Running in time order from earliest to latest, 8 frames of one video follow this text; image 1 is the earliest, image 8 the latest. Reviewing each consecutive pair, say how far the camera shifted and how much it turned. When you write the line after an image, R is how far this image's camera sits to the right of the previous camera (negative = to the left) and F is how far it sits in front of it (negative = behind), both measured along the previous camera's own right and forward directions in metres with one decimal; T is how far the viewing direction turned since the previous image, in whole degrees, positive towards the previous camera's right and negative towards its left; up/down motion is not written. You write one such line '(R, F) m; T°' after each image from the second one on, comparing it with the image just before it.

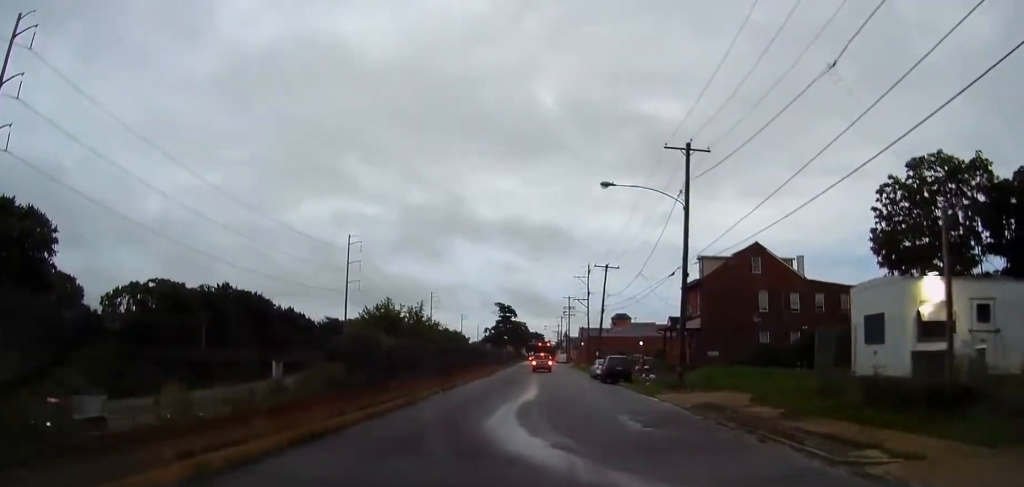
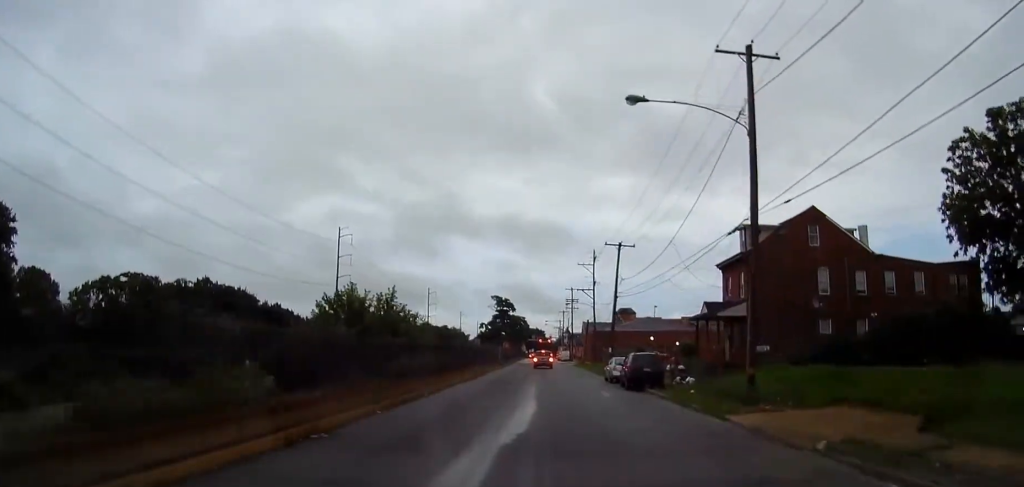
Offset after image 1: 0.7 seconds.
(0.0, +10.0) m; 0°
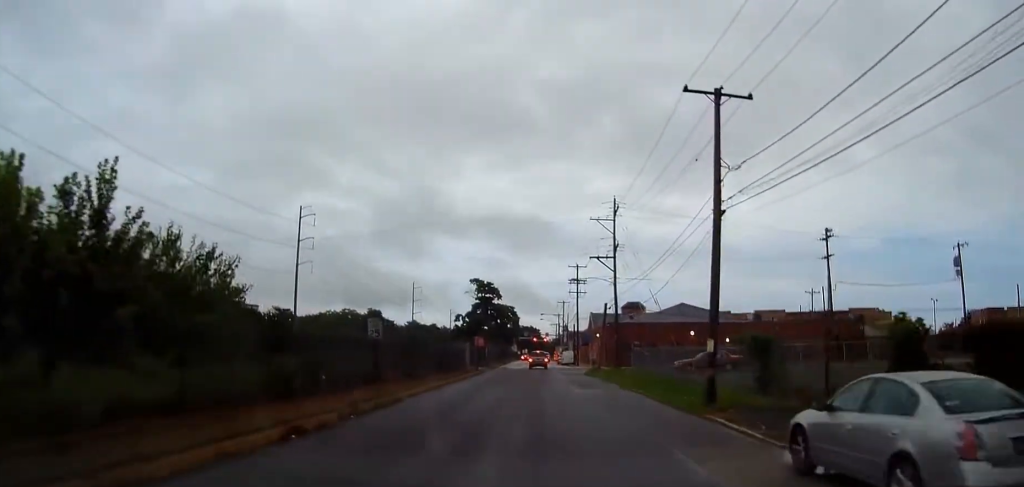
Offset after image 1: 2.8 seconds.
(+0.2, +29.1) m; +1°
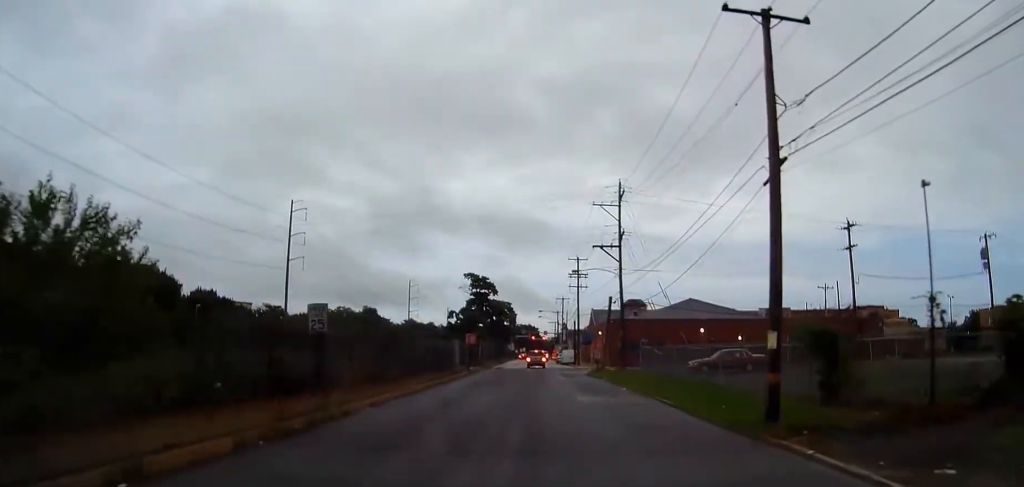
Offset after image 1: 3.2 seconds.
(+0.1, +5.2) m; 0°
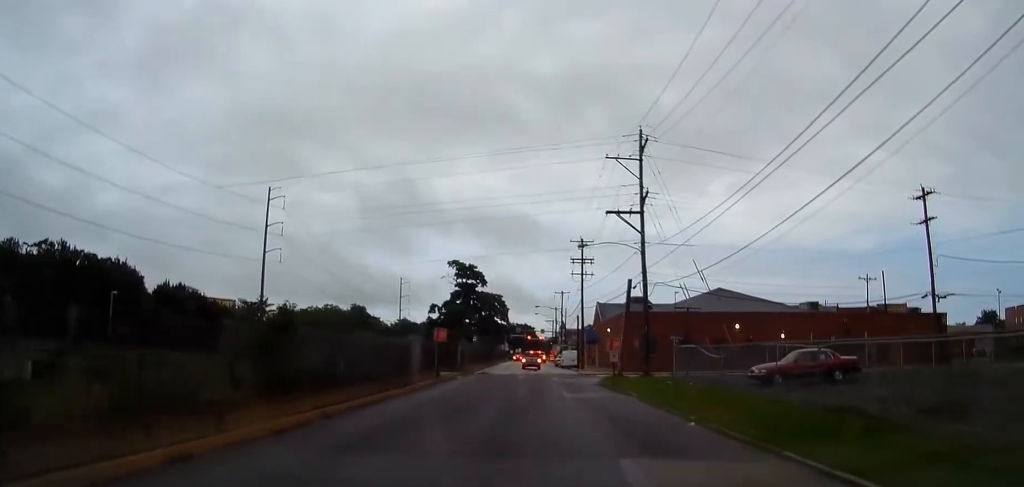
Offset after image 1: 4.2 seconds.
(-0.1, +12.6) m; +1°
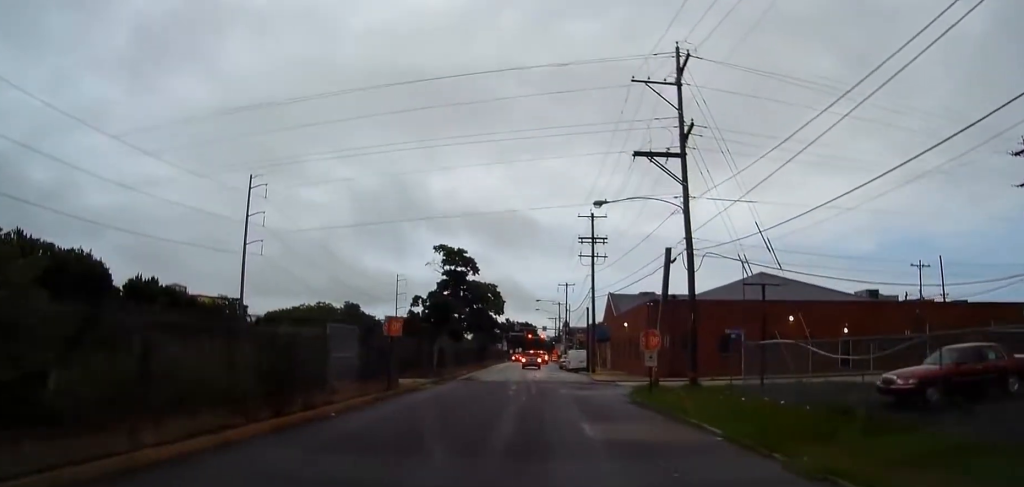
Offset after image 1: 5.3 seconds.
(+0.3, +11.0) m; 0°
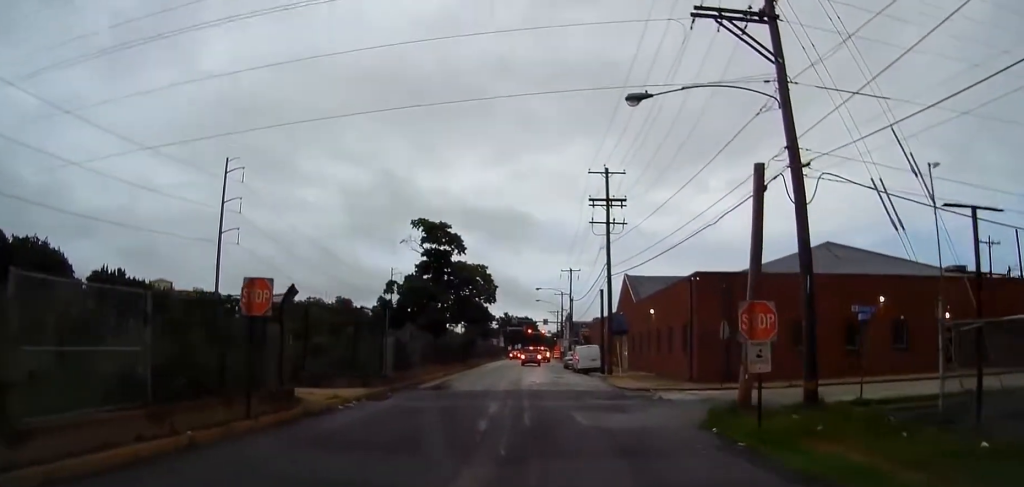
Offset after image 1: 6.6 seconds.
(-0.2, +9.6) m; +1°
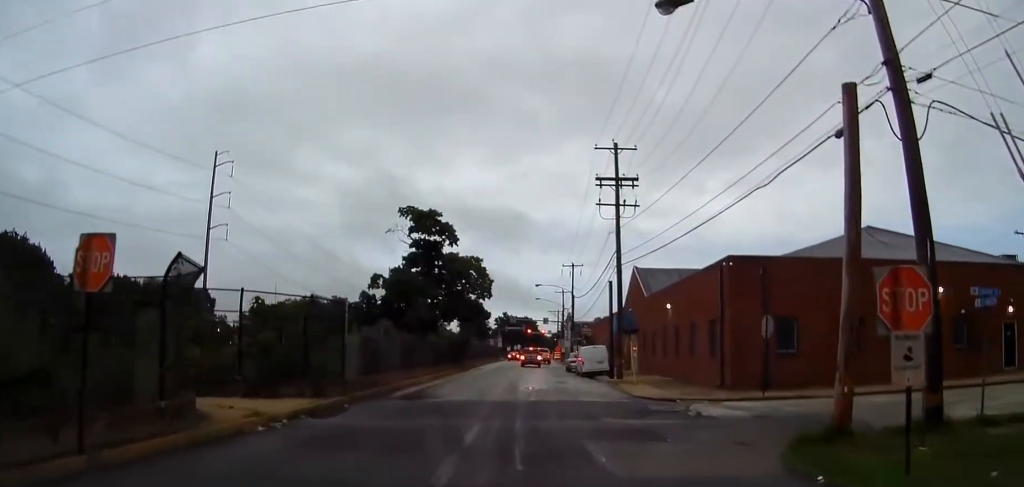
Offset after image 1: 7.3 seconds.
(+0.1, +3.9) m; +1°
